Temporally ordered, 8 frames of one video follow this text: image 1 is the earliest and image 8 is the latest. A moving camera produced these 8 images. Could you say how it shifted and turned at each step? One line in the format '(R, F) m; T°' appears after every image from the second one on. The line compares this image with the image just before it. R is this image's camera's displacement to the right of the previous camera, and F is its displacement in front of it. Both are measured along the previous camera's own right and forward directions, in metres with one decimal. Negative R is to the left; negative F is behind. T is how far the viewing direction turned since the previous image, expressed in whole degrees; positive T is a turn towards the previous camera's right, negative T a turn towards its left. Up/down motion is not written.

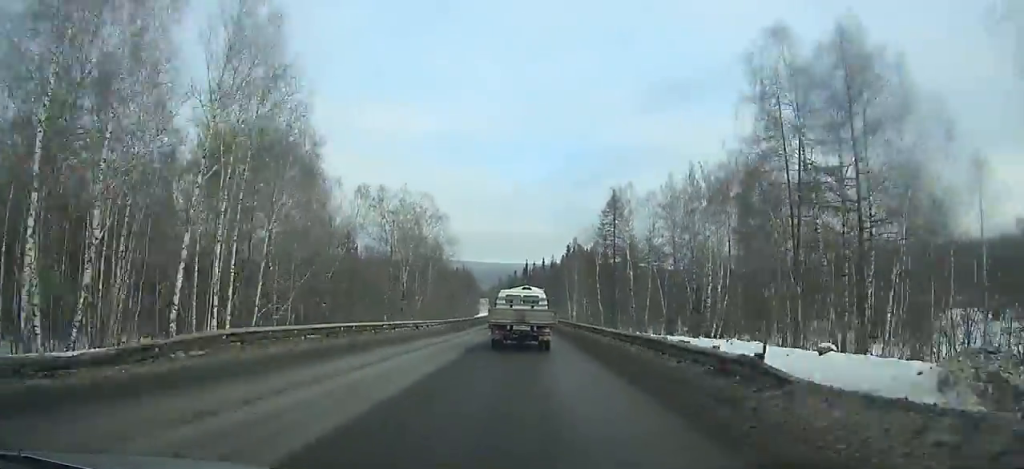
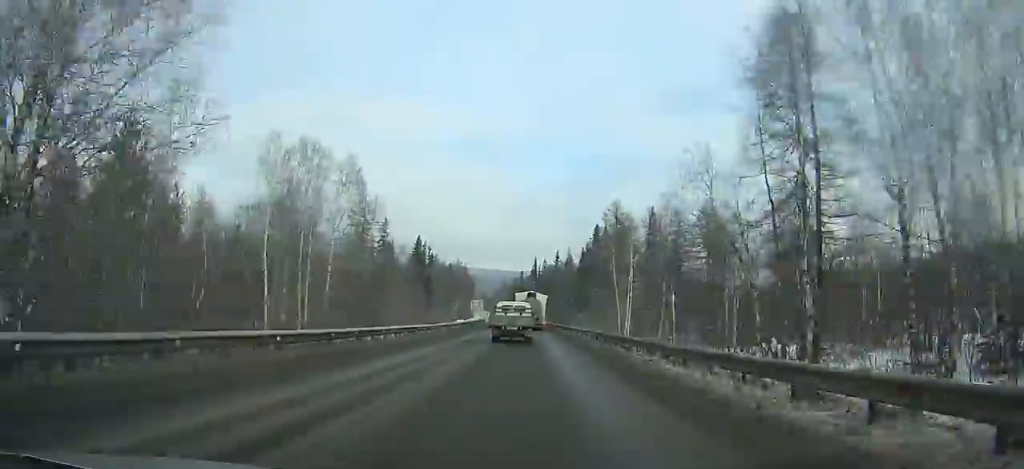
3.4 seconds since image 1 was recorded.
(-0.5, +62.4) m; -1°
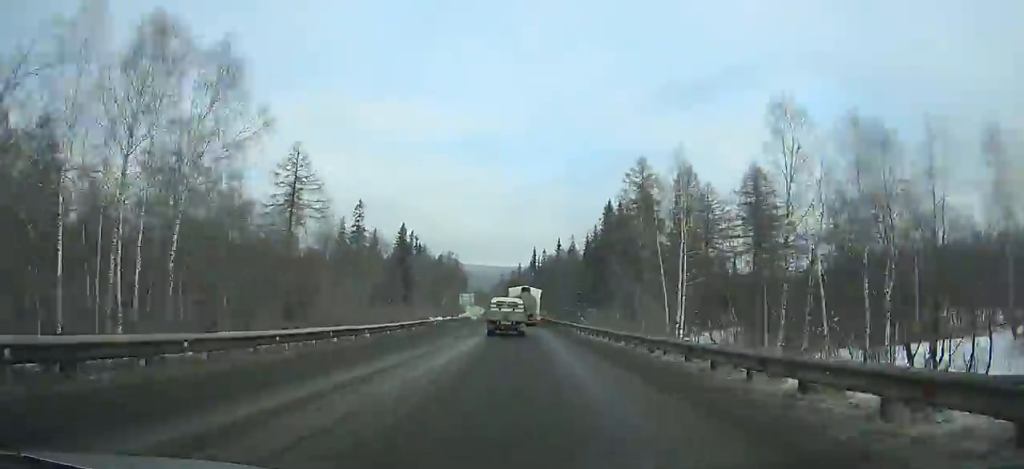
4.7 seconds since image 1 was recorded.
(0.0, +24.4) m; 0°
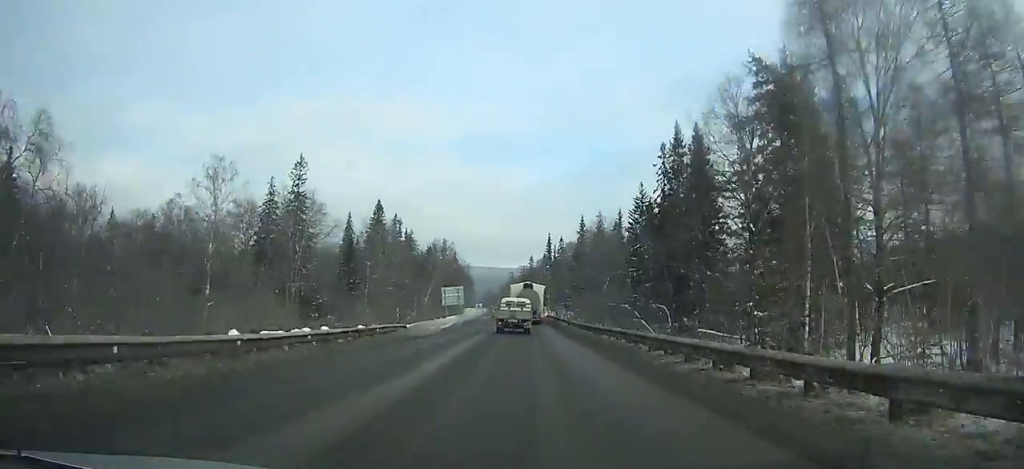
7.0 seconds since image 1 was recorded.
(-0.4, +44.4) m; -1°
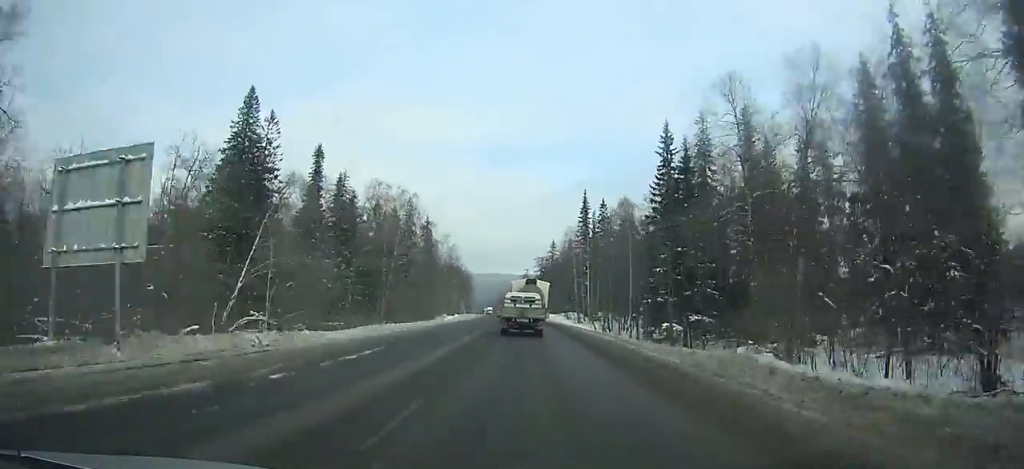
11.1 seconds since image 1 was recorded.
(-0.8, +78.6) m; -1°
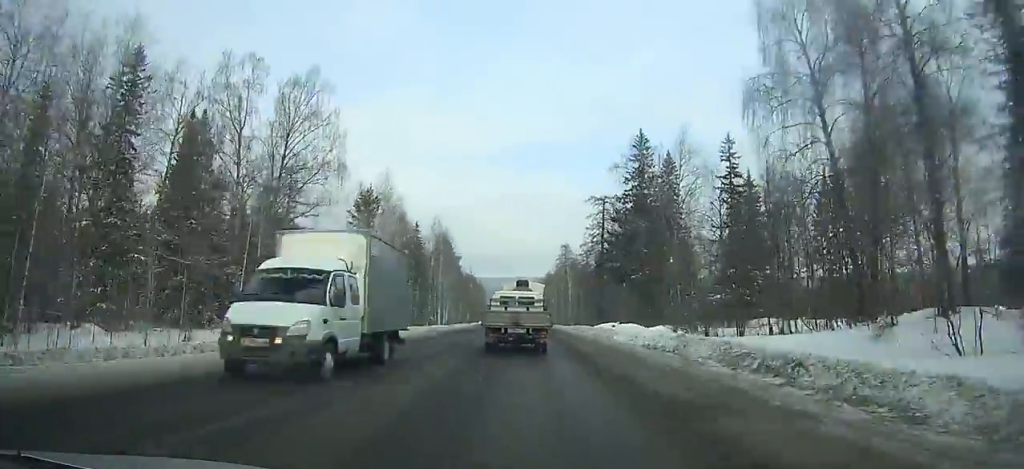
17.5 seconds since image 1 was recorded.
(-2.1, +116.7) m; -3°
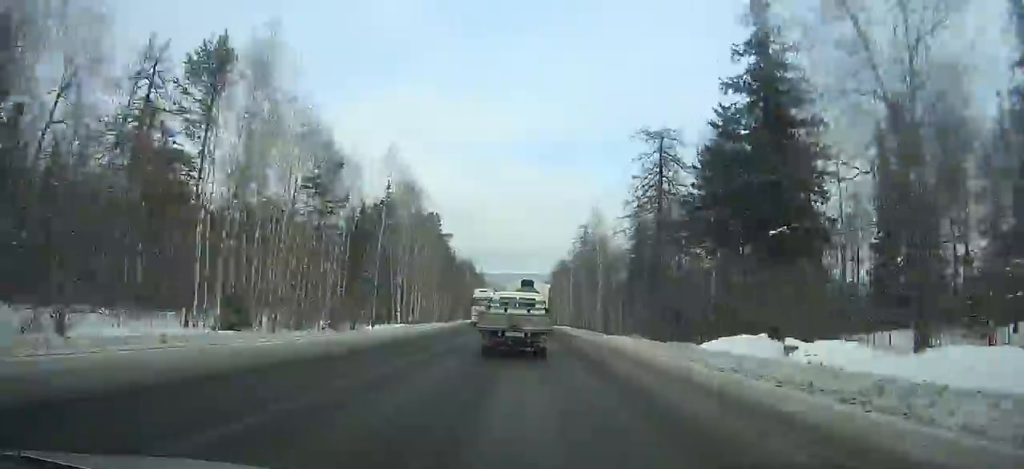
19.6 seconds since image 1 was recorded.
(-0.6, +37.0) m; -1°
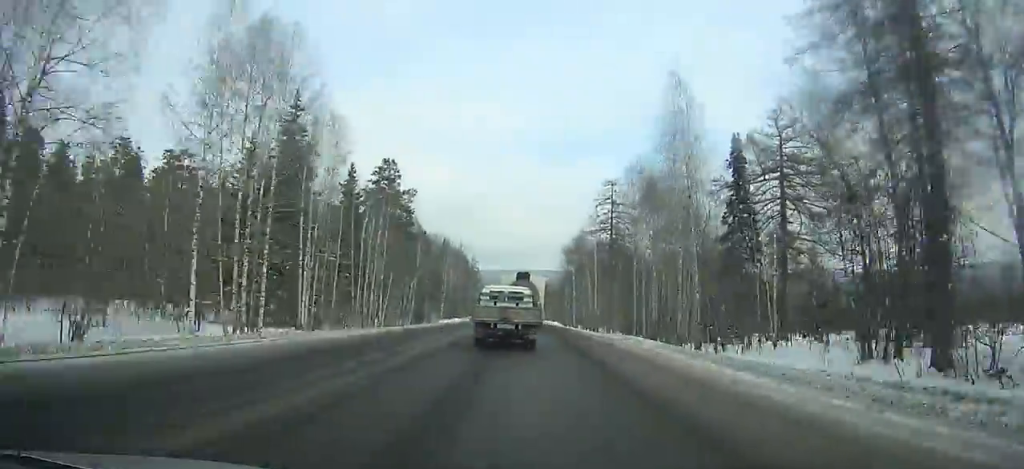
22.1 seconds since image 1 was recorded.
(-0.2, +44.1) m; -1°
